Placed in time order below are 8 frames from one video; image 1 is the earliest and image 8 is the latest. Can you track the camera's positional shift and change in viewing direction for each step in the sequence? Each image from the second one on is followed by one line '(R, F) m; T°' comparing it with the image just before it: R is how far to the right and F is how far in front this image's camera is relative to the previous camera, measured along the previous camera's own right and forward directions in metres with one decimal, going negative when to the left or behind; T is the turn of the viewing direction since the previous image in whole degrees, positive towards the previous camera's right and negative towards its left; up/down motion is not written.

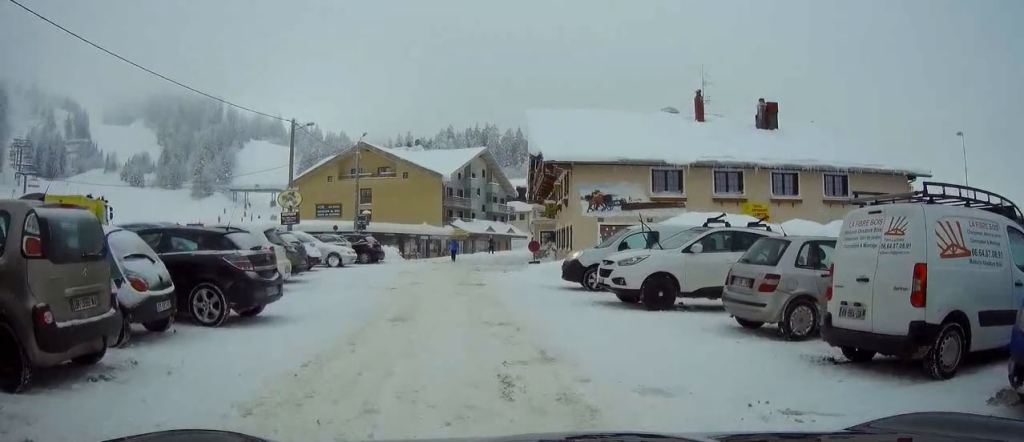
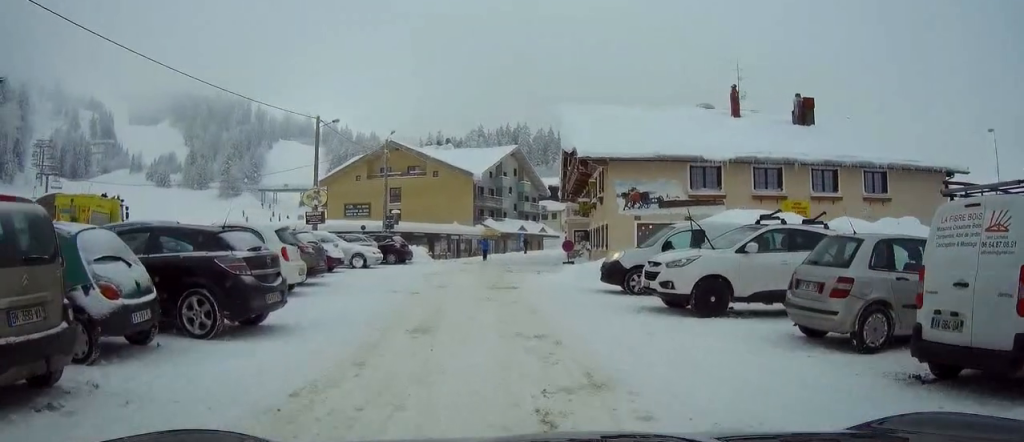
(-0.1, +1.3) m; -4°
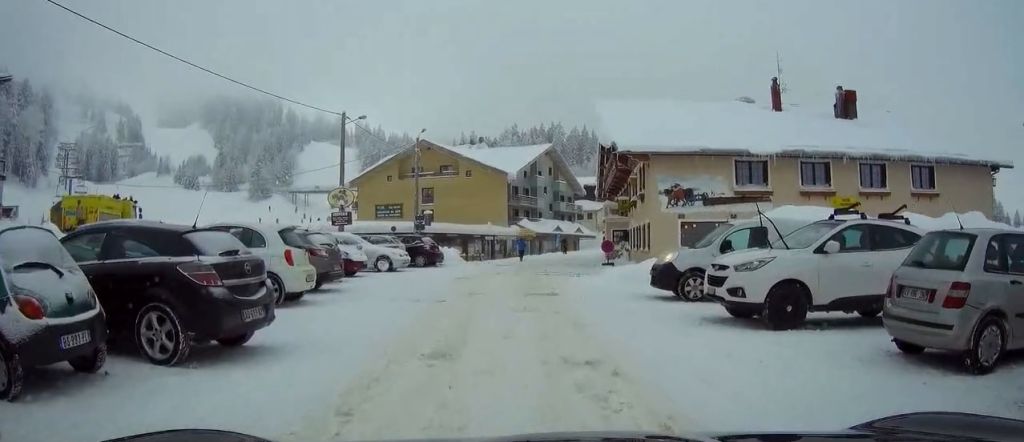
(0.0, +2.0) m; -2°
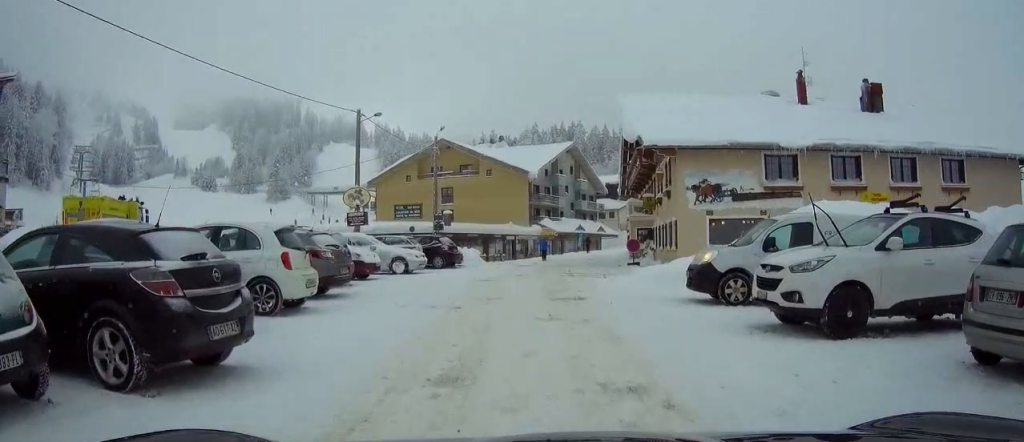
(-0.1, +1.2) m; 0°
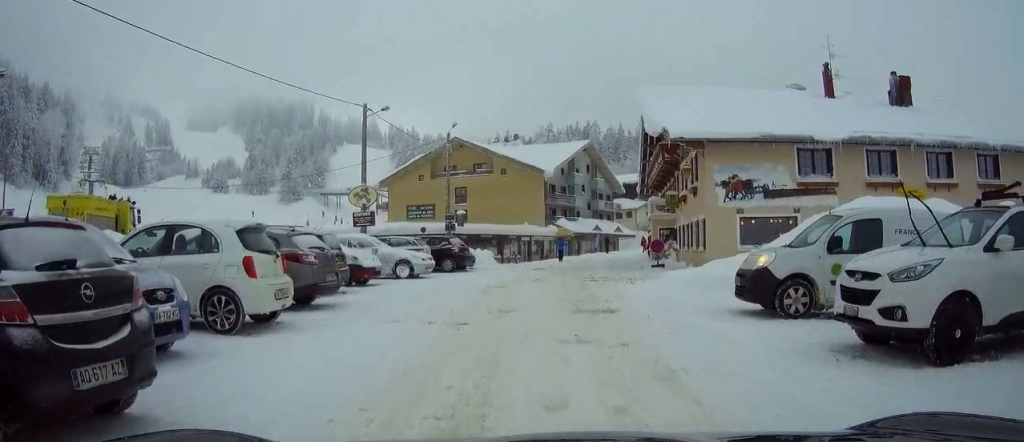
(0.0, +2.0) m; -3°
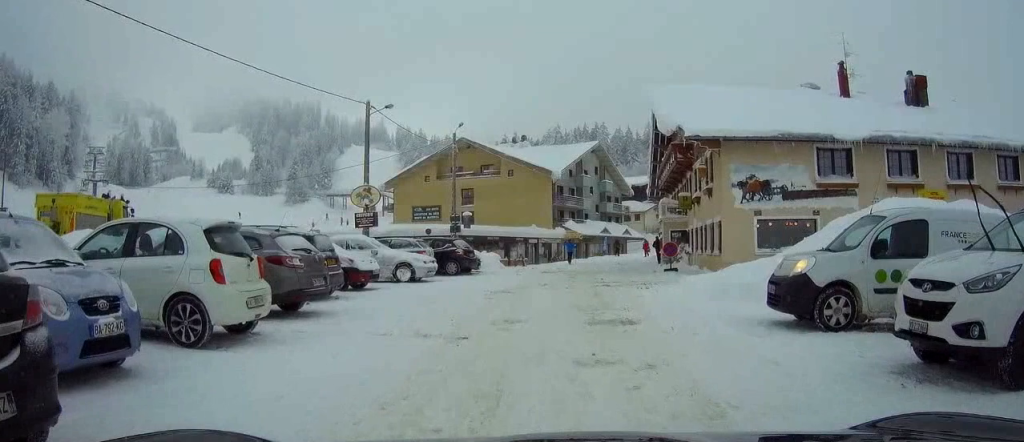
(-0.1, +1.2) m; 0°
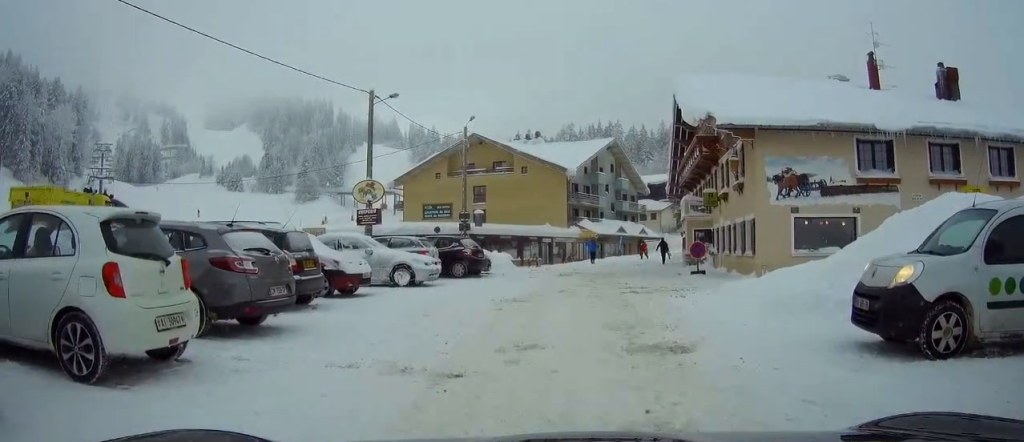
(+0.1, +2.6) m; 0°
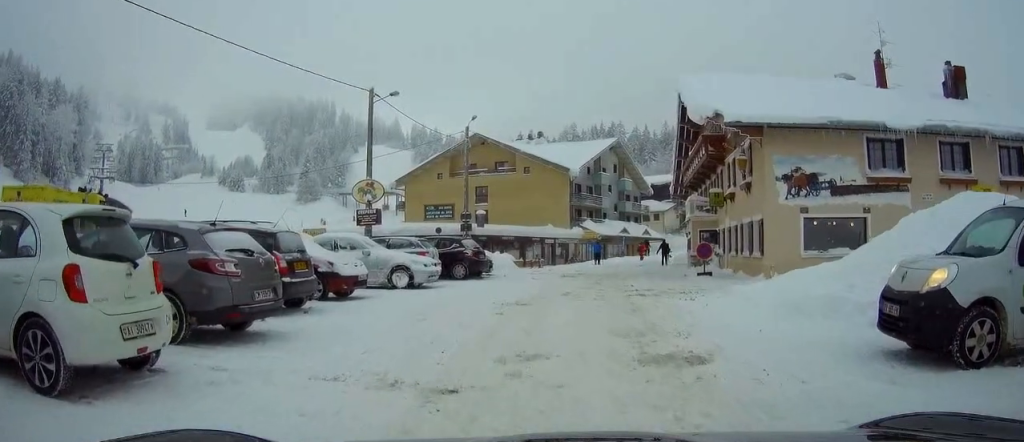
(+0.1, +0.6) m; 0°
